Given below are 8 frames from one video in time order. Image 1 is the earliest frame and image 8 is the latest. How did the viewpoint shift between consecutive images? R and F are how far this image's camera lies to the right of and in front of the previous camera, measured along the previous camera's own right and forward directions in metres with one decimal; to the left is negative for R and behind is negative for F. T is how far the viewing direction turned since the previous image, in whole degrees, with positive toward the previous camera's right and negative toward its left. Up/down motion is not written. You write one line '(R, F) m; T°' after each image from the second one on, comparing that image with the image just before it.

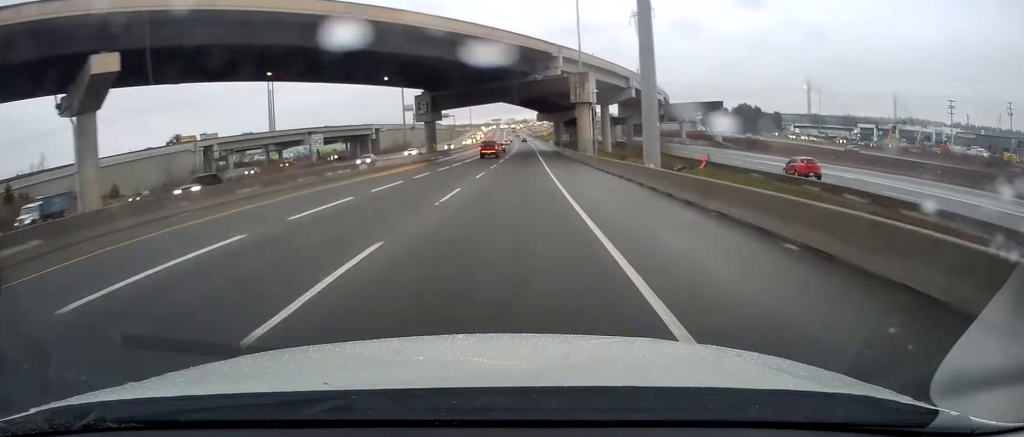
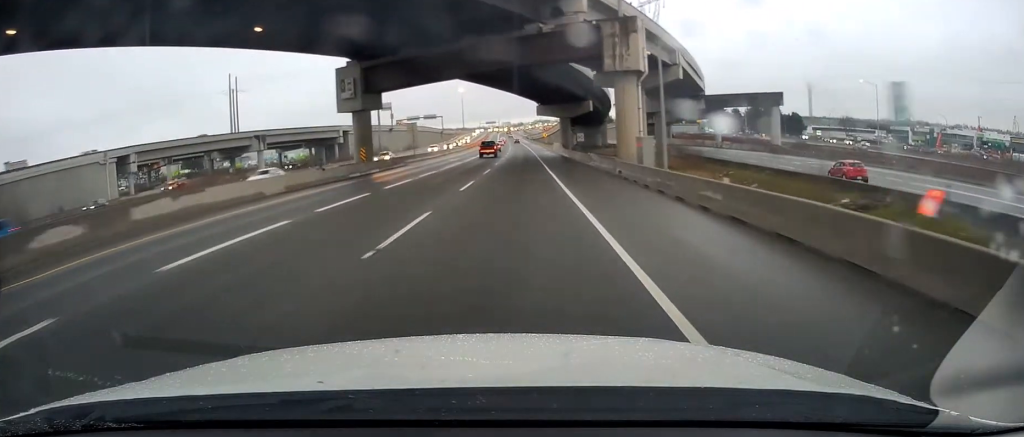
(+0.1, +34.2) m; +1°
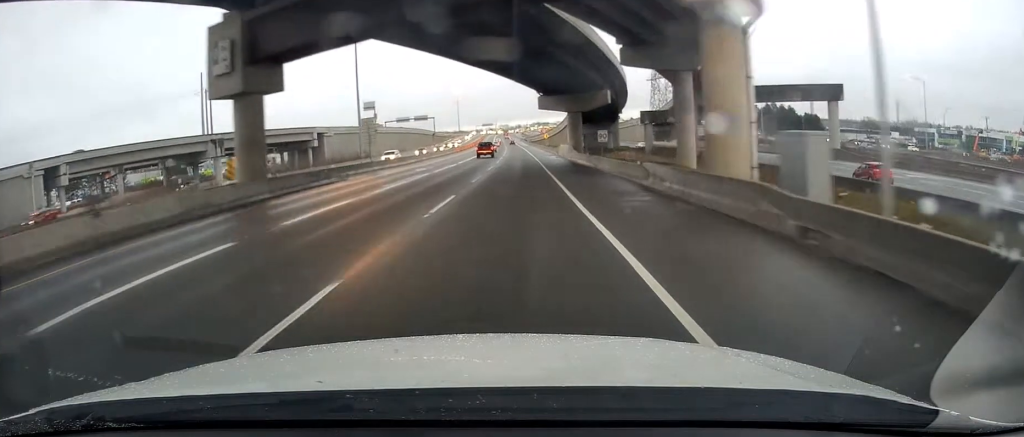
(+0.1, +20.7) m; +1°
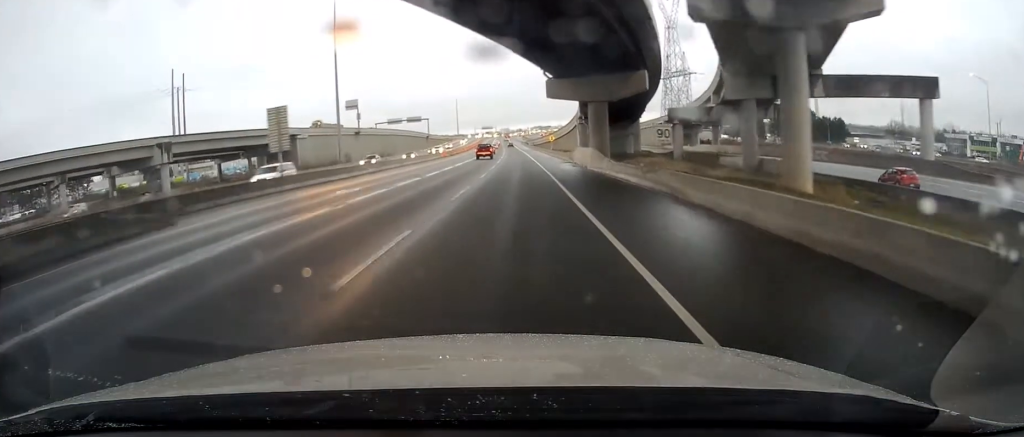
(+0.1, +19.9) m; 0°
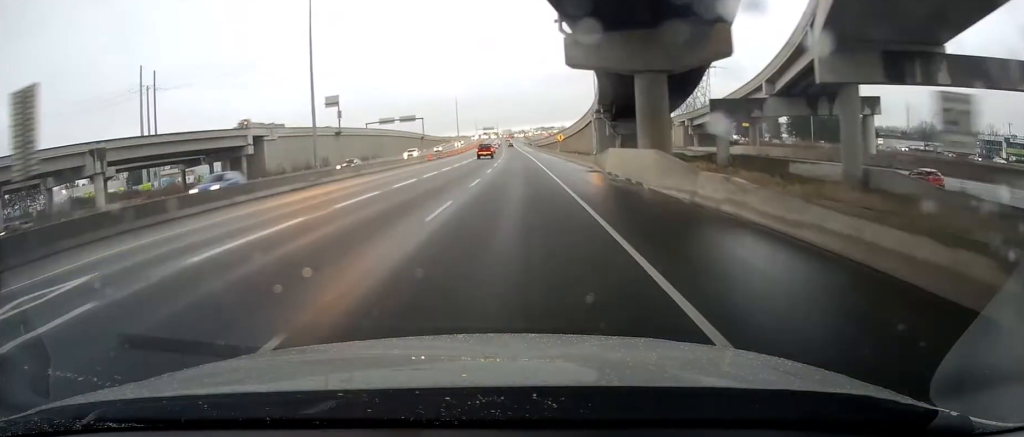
(-0.2, +20.8) m; 0°
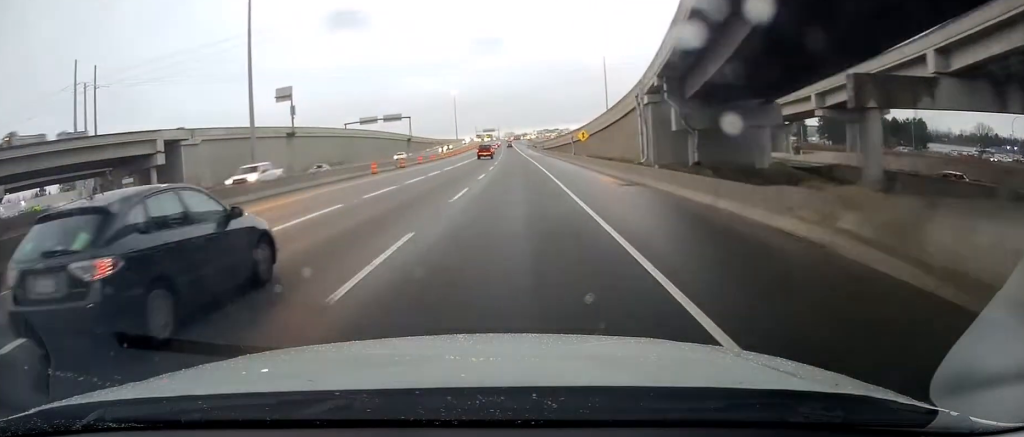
(0.0, +32.7) m; -1°
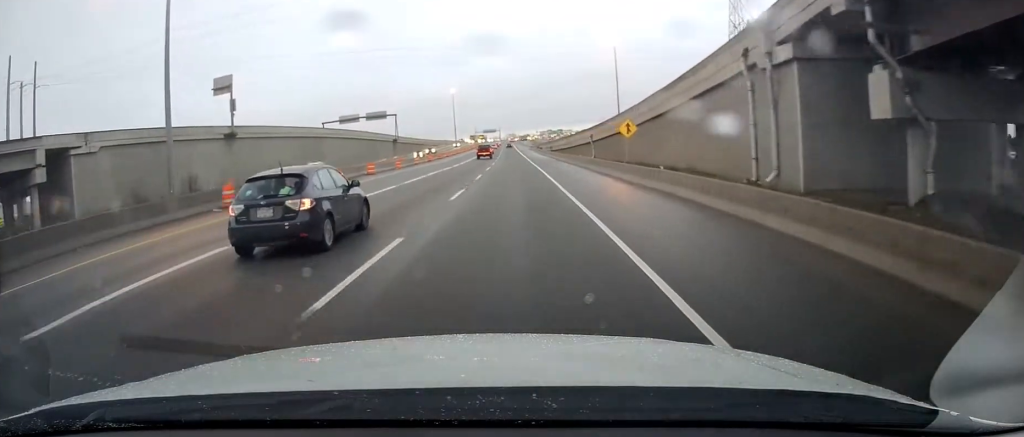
(-0.5, +26.3) m; -2°
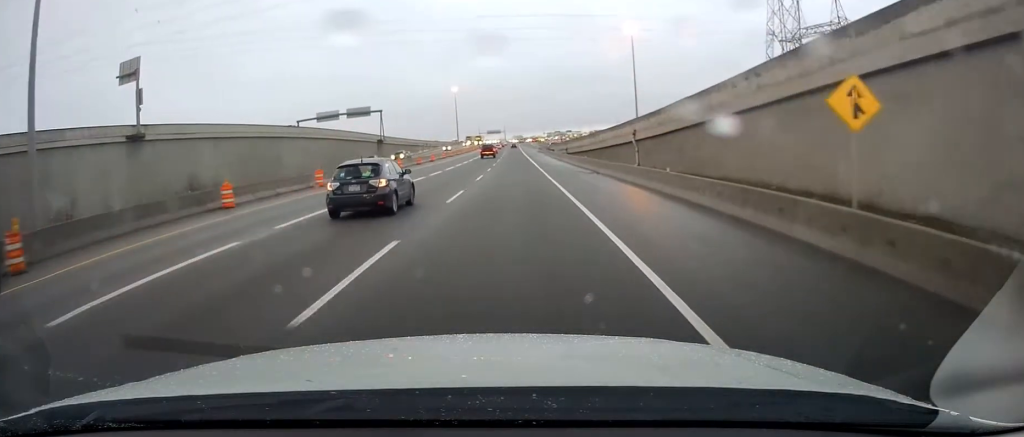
(-0.3, +26.2) m; 0°
